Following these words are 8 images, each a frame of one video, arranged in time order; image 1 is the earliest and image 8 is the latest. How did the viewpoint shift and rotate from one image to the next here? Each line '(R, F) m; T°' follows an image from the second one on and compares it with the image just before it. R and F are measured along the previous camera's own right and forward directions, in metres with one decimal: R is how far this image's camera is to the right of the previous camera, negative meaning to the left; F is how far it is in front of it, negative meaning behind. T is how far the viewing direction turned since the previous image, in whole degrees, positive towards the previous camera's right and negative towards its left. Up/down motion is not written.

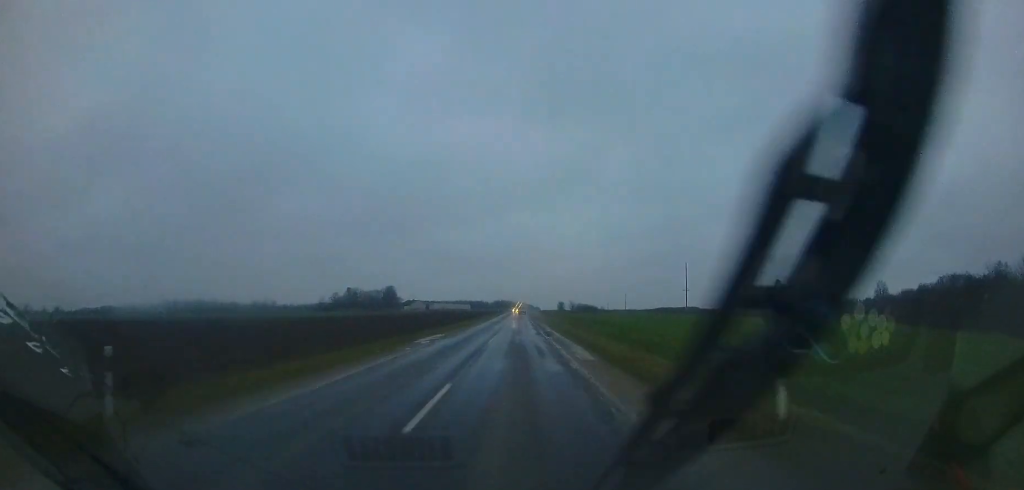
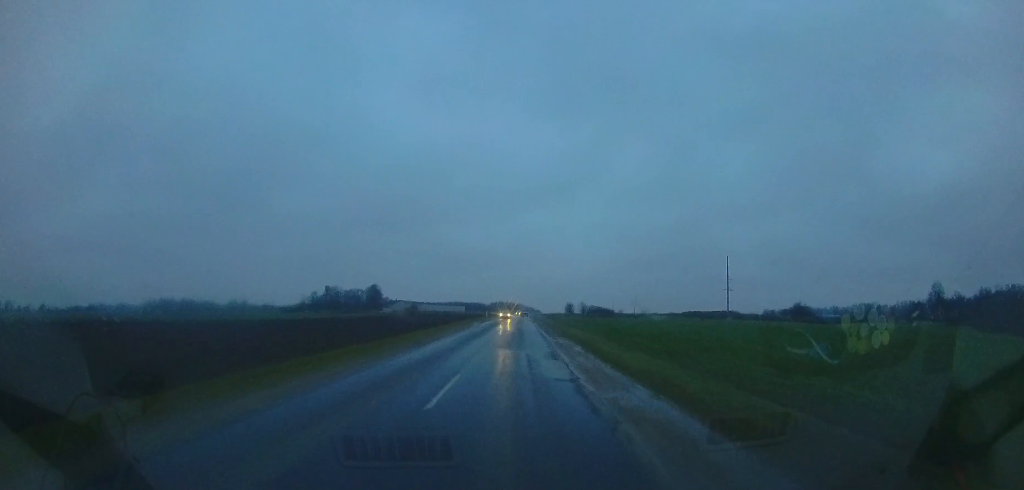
(+0.1, +35.3) m; 0°
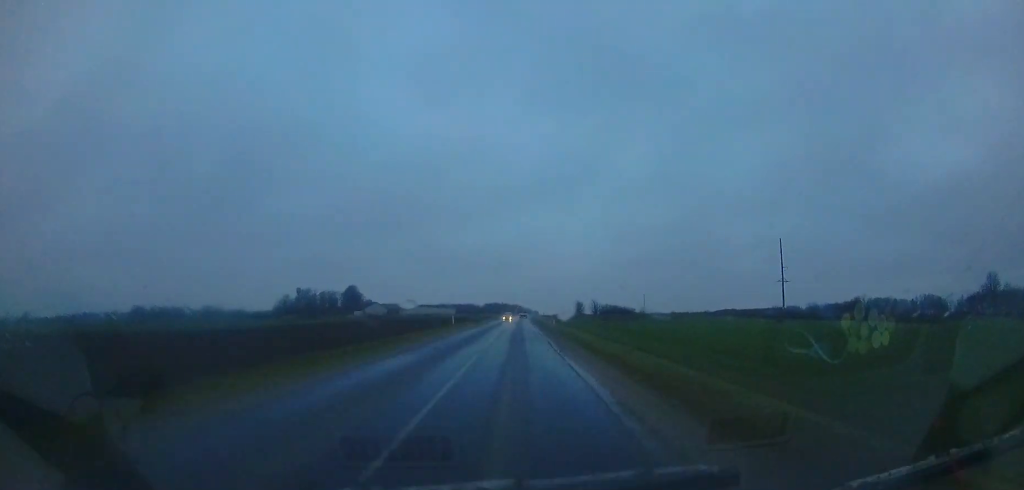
(-0.1, +32.3) m; 0°
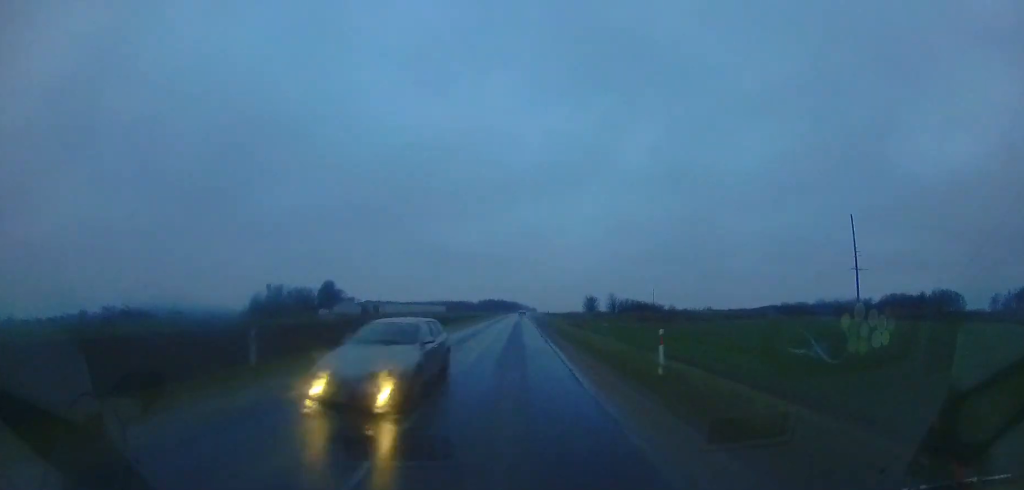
(0.0, +27.7) m; +1°
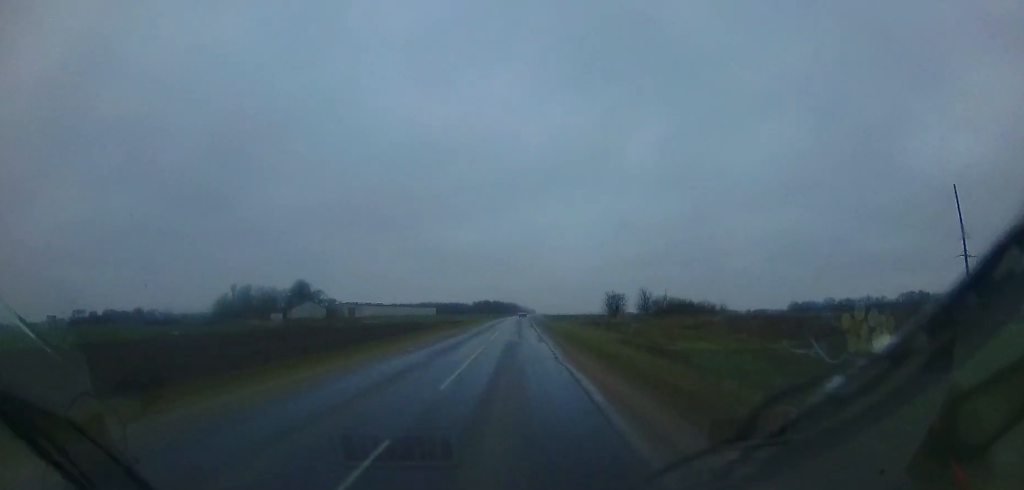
(+0.3, +27.7) m; +1°
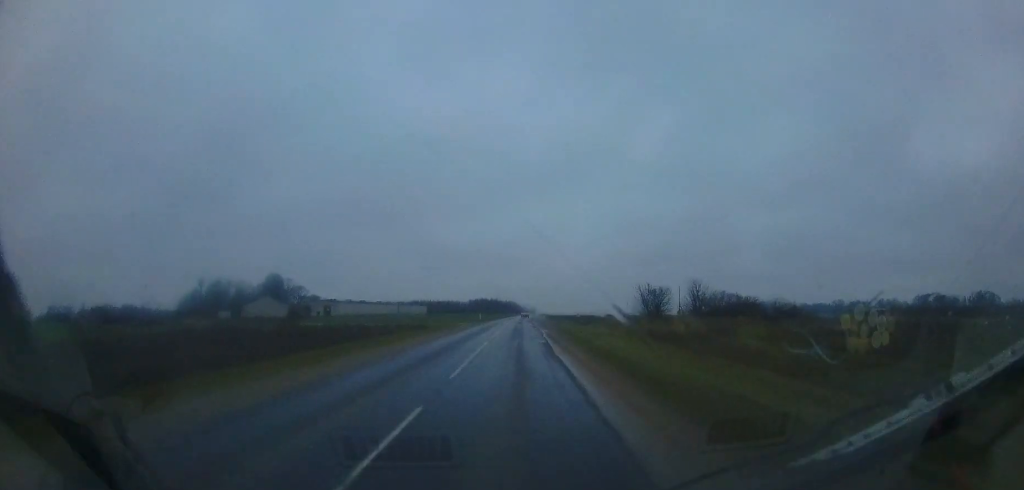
(+0.1, +22.3) m; 0°
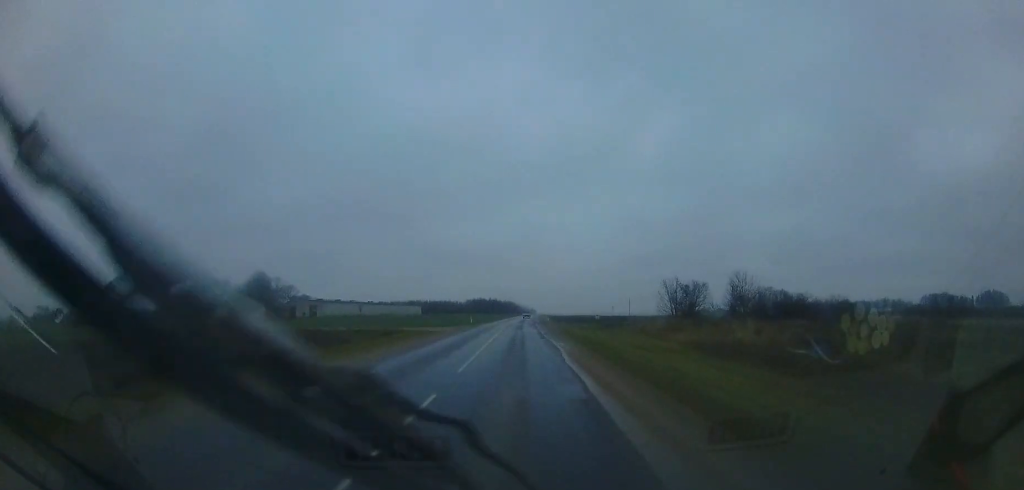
(+0.1, +10.7) m; 0°
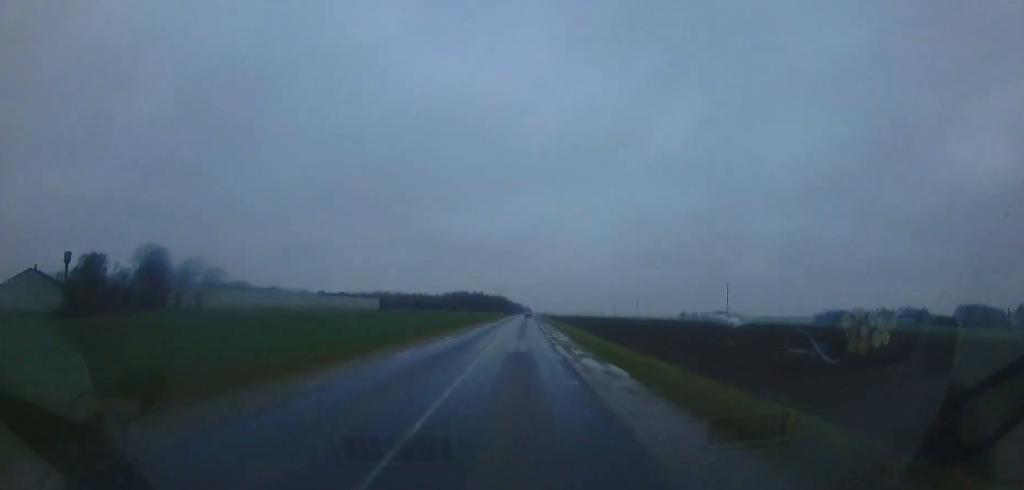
(+0.6, +53.6) m; +2°
